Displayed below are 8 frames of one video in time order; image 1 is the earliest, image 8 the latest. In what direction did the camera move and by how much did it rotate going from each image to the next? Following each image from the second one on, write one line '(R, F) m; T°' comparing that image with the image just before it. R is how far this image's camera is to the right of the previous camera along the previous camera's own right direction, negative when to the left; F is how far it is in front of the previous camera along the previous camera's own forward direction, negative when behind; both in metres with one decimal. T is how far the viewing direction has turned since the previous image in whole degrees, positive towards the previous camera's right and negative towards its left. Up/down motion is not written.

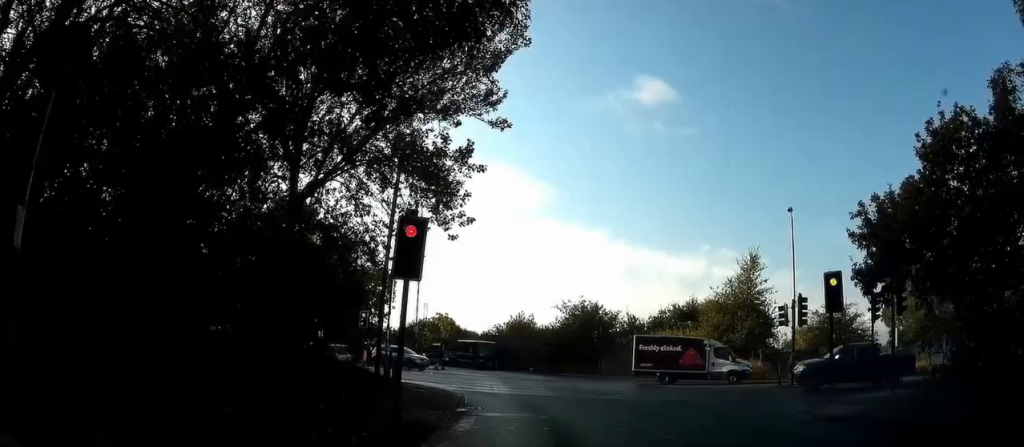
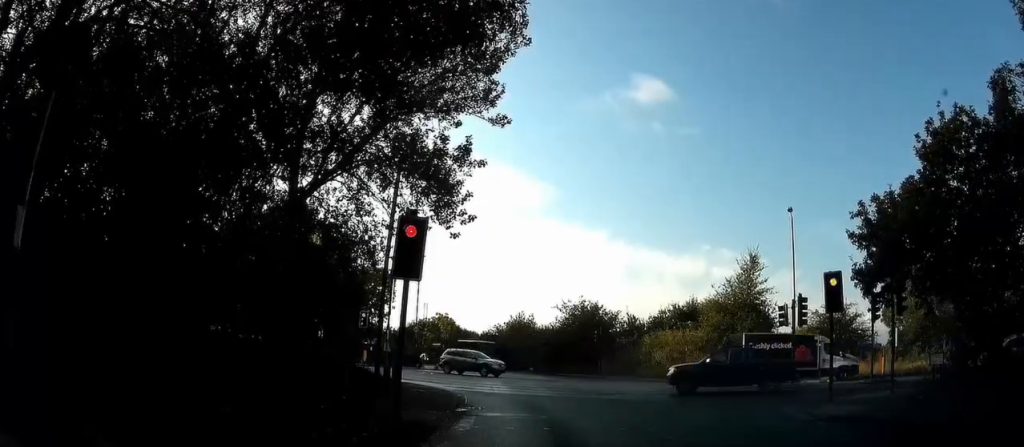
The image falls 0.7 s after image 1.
(0.0, 0.0) m; 0°
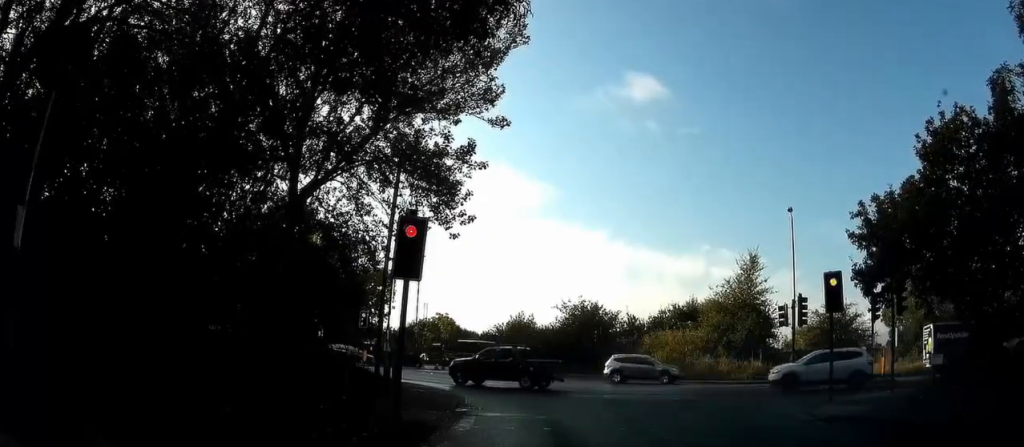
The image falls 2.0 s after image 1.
(0.0, 0.0) m; 0°
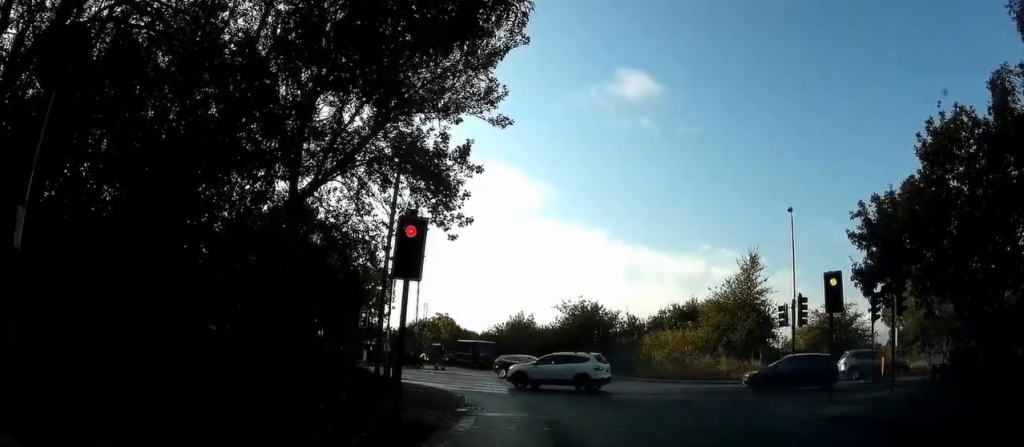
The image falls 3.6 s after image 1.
(0.0, 0.0) m; 0°
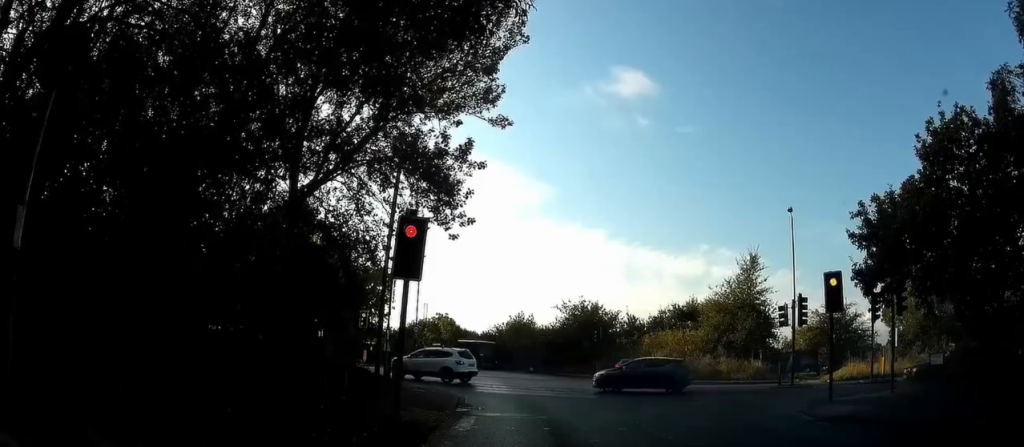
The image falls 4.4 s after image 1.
(0.0, 0.0) m; 0°
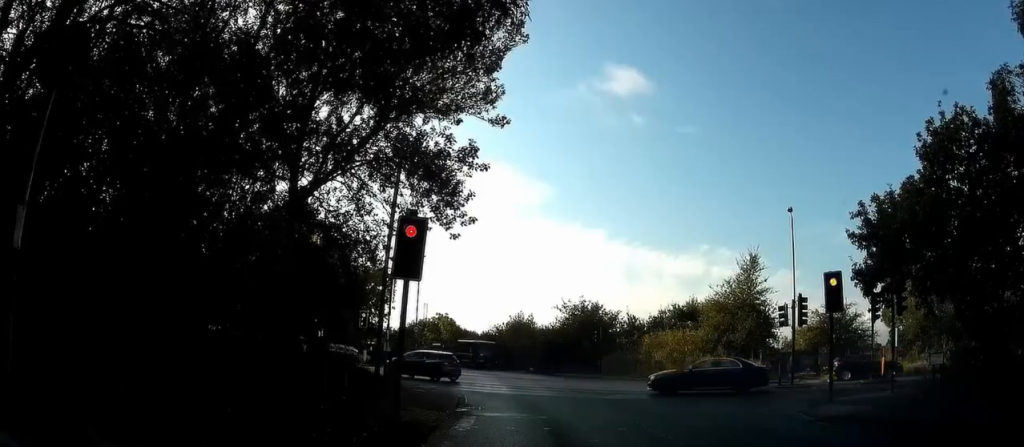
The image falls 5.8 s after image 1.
(0.0, 0.0) m; 0°
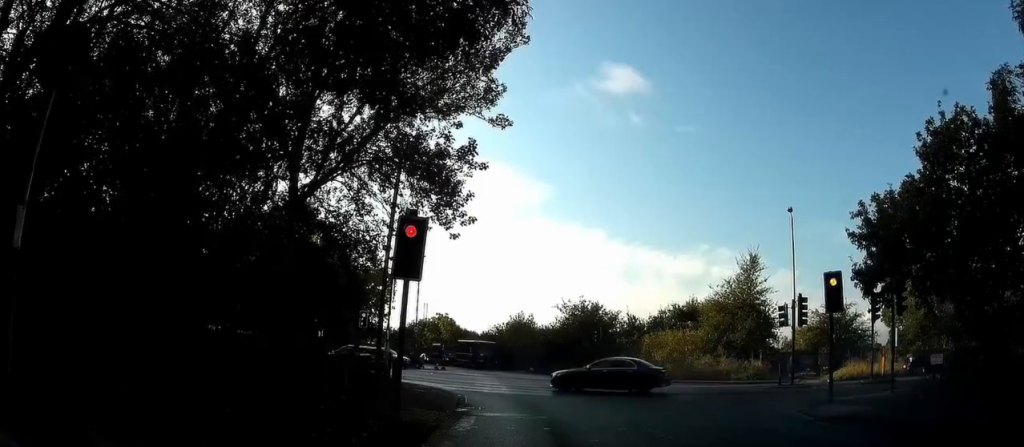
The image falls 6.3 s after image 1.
(0.0, 0.0) m; 0°
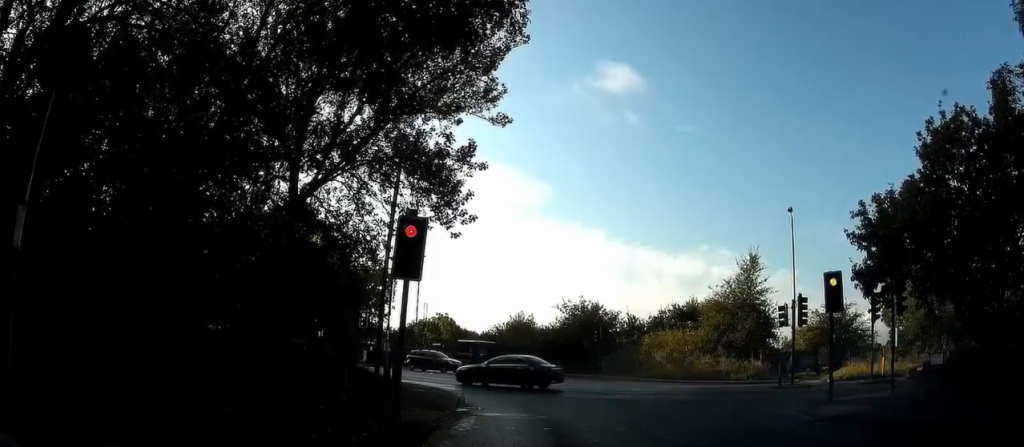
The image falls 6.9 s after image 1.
(0.0, 0.0) m; 0°
